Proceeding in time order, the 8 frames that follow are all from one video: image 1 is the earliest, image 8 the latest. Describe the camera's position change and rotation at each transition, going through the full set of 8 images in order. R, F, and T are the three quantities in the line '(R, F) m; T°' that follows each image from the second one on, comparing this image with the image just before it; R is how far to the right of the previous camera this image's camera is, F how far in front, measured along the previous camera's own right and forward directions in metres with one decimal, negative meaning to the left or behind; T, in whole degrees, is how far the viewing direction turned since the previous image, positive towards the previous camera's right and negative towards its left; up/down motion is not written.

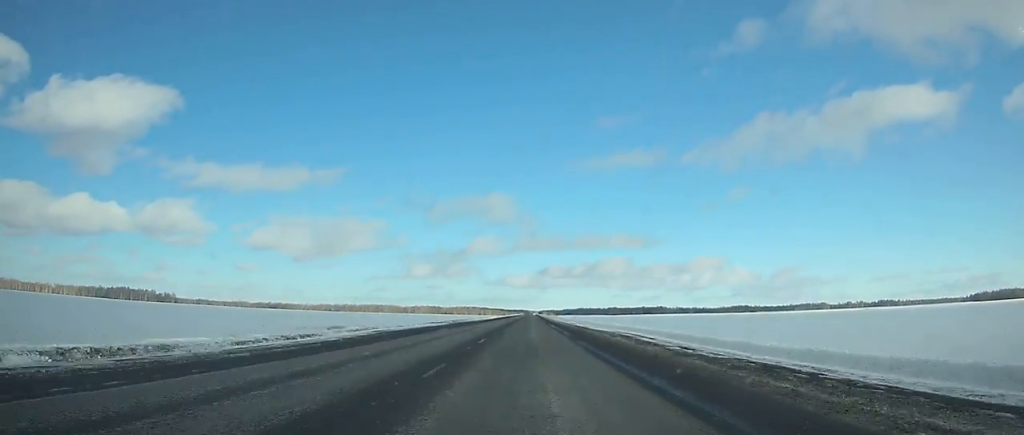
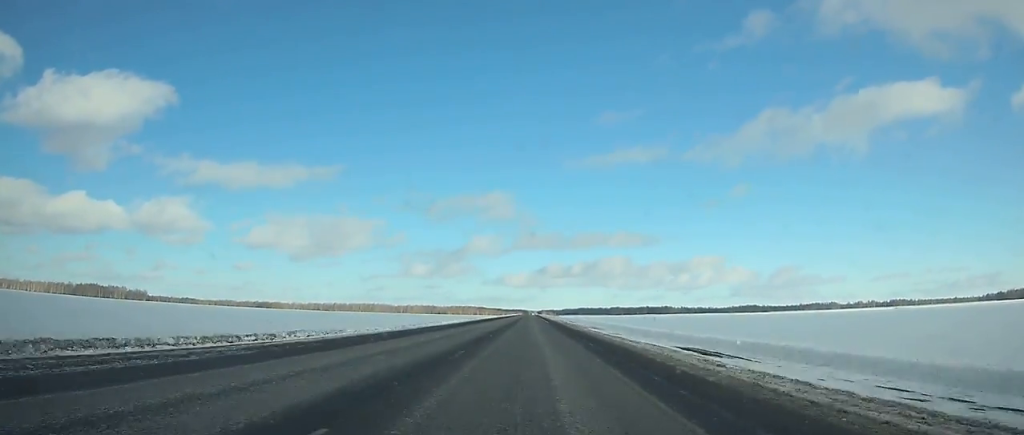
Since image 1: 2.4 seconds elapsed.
(+0.3, +78.1) m; 0°
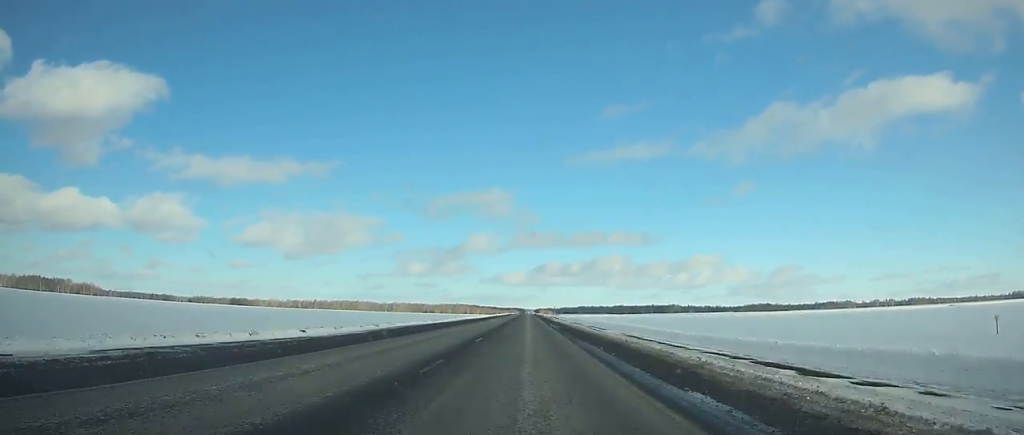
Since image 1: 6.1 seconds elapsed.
(+0.1, +121.2) m; 0°
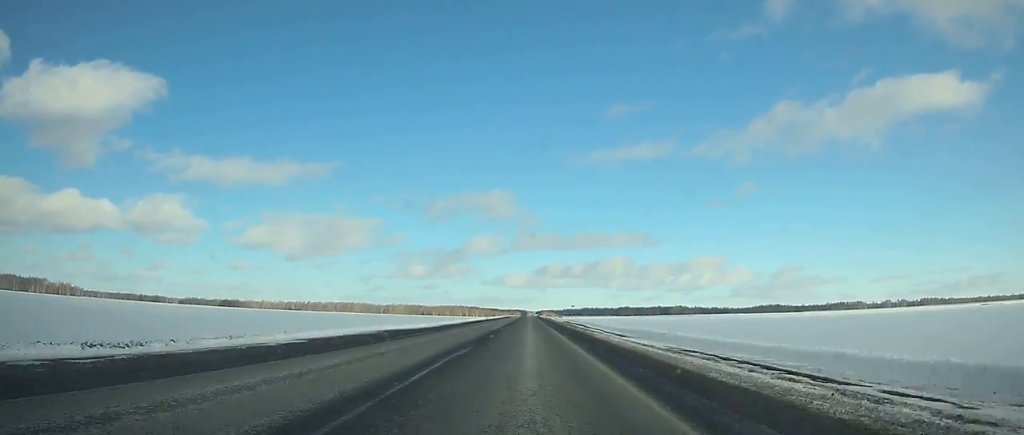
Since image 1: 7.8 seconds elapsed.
(0.0, +56.6) m; 0°
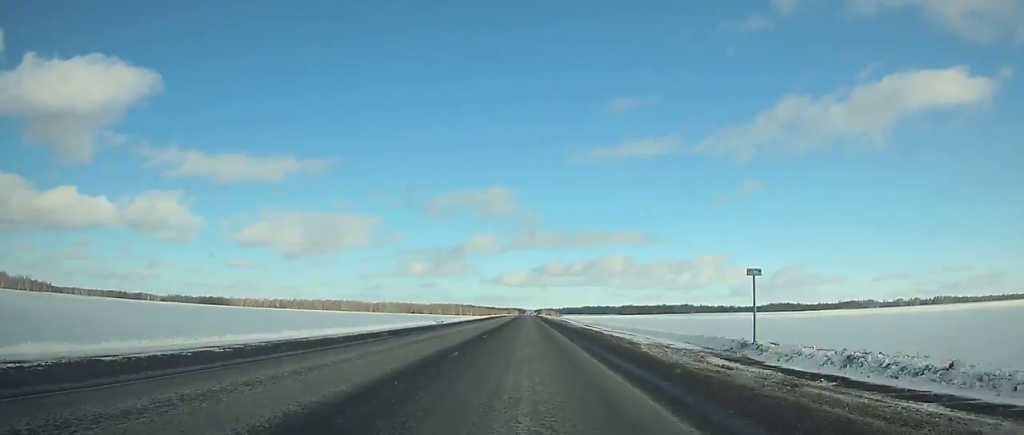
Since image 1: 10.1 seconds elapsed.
(-0.1, +74.6) m; 0°
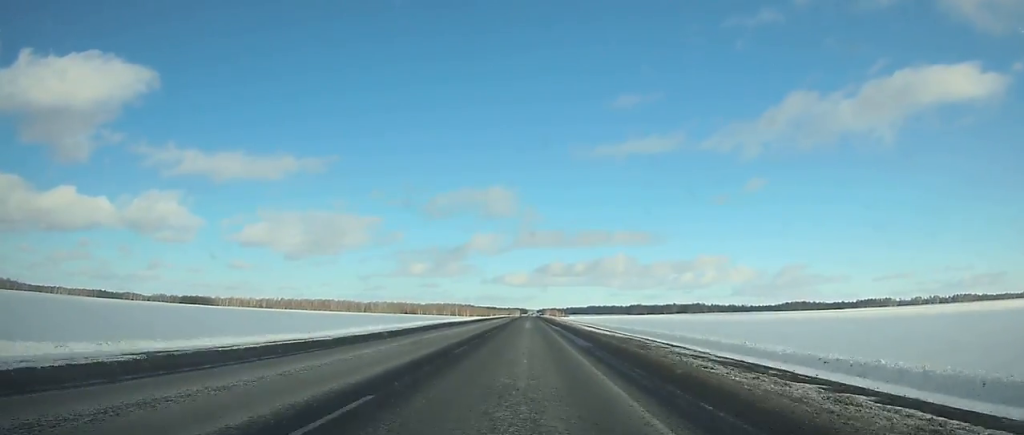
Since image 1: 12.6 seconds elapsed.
(+0.3, +78.5) m; 0°
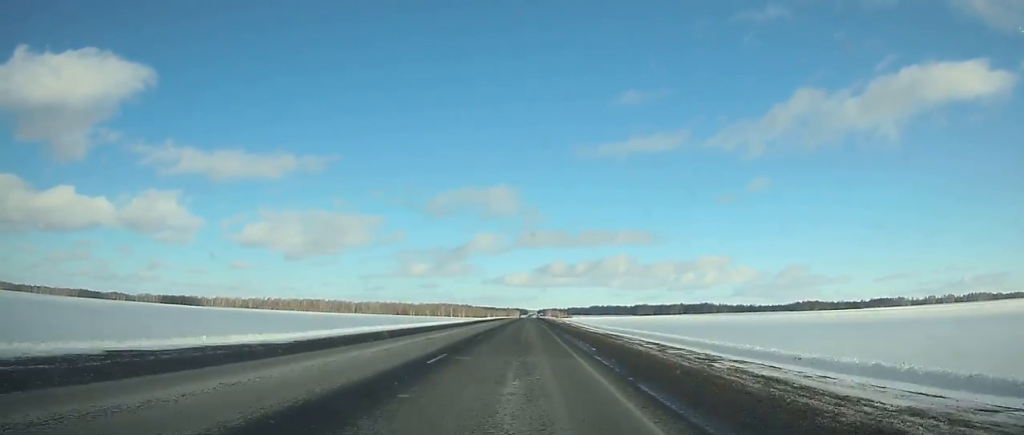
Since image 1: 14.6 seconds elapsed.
(0.0, +62.5) m; 0°
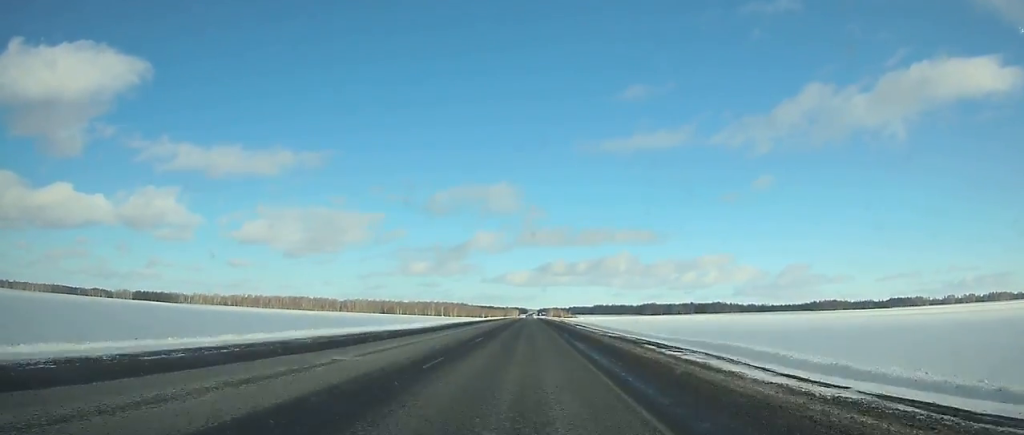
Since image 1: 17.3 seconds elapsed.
(-0.1, +84.4) m; 0°
